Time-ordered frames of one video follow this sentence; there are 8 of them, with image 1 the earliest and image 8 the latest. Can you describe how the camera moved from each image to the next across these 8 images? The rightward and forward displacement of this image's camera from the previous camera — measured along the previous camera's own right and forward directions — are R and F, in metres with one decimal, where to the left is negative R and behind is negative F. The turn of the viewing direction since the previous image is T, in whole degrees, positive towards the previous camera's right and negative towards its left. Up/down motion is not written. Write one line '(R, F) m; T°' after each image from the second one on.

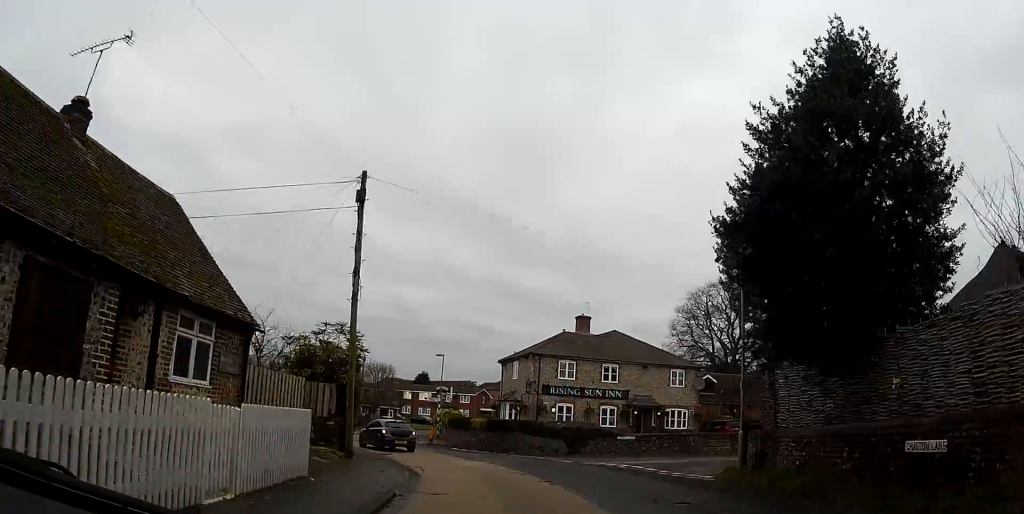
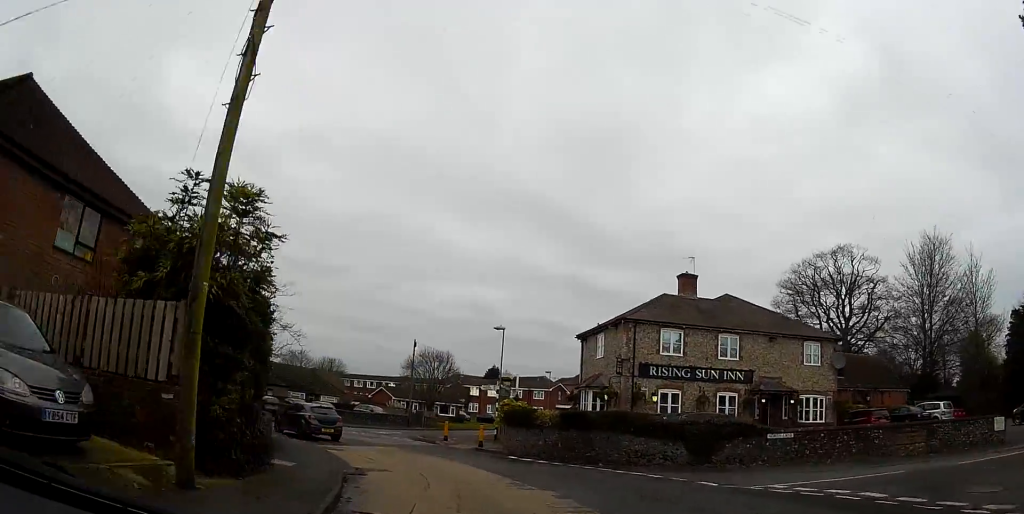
(-0.7, +11.1) m; -6°
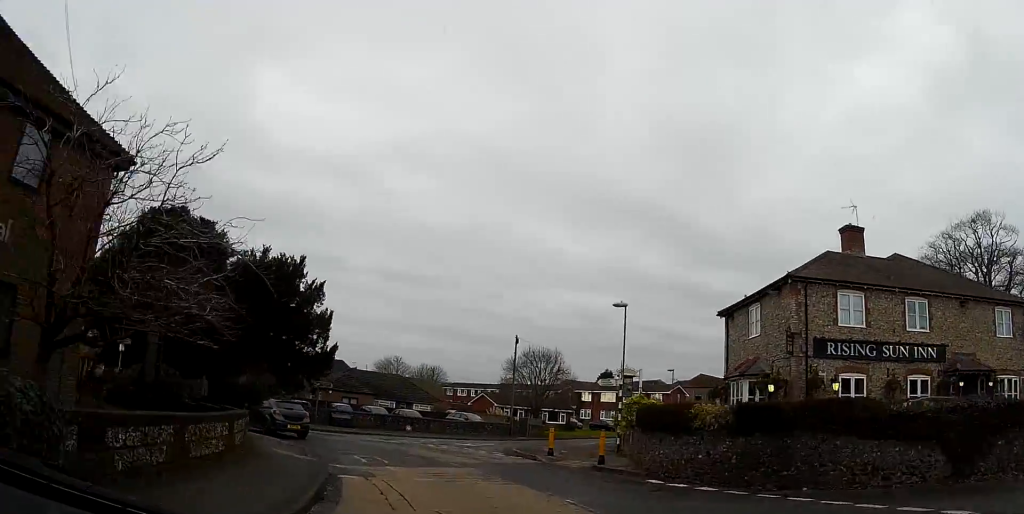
(-0.3, +8.1) m; -8°
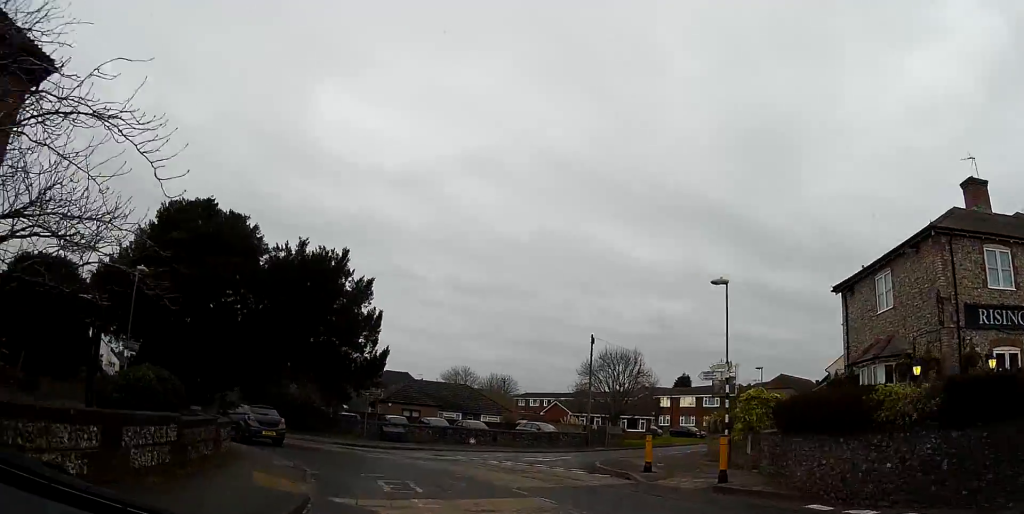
(+0.2, +4.9) m; -6°
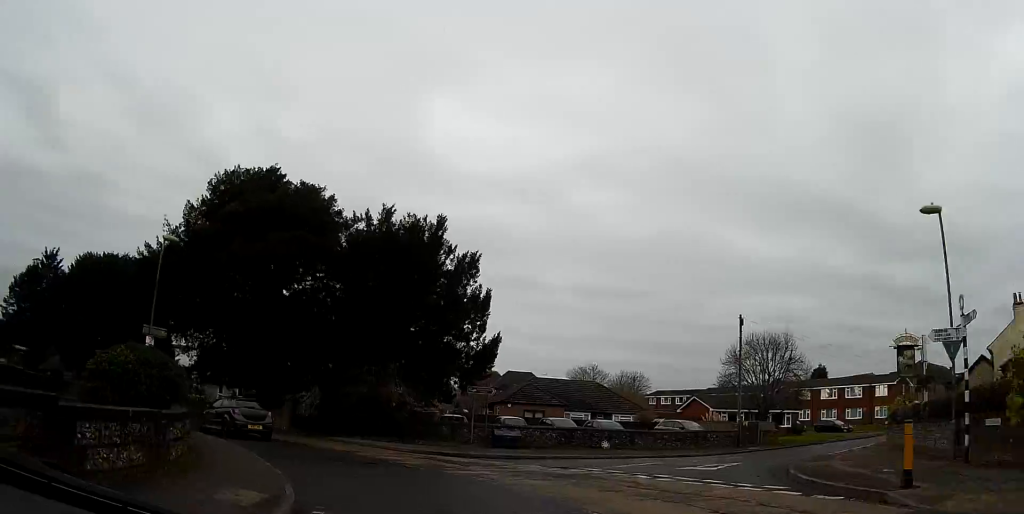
(-1.1, +6.5) m; -11°
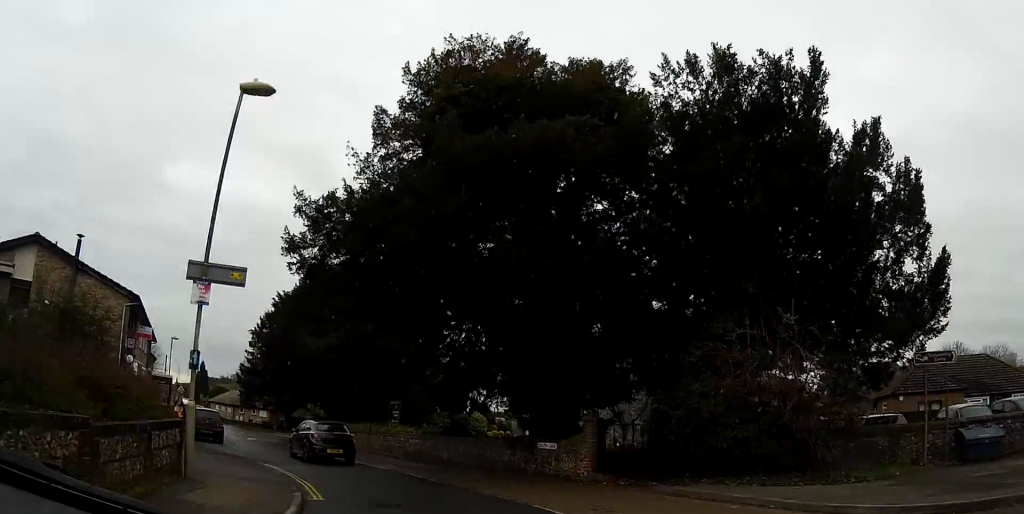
(-1.9, +13.0) m; -19°
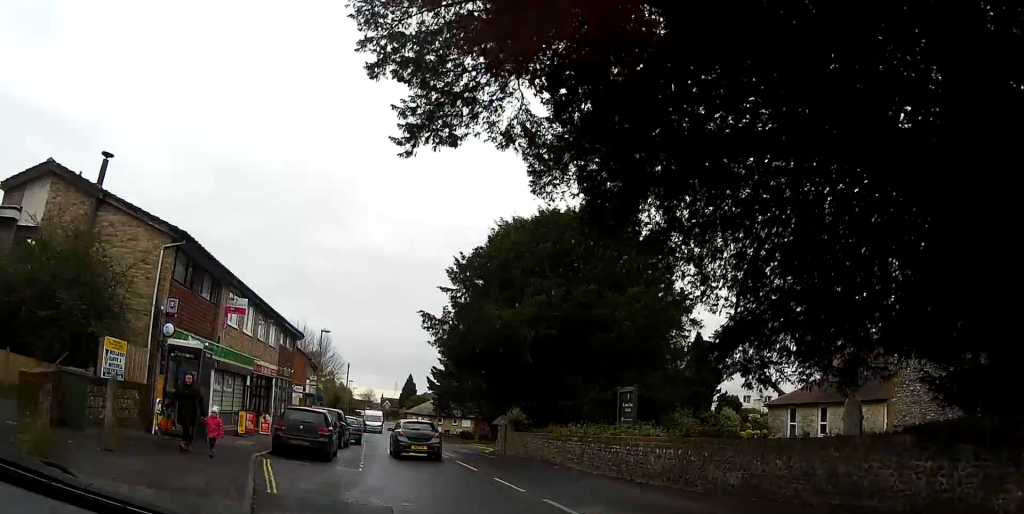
(-2.8, +11.3) m; -31°
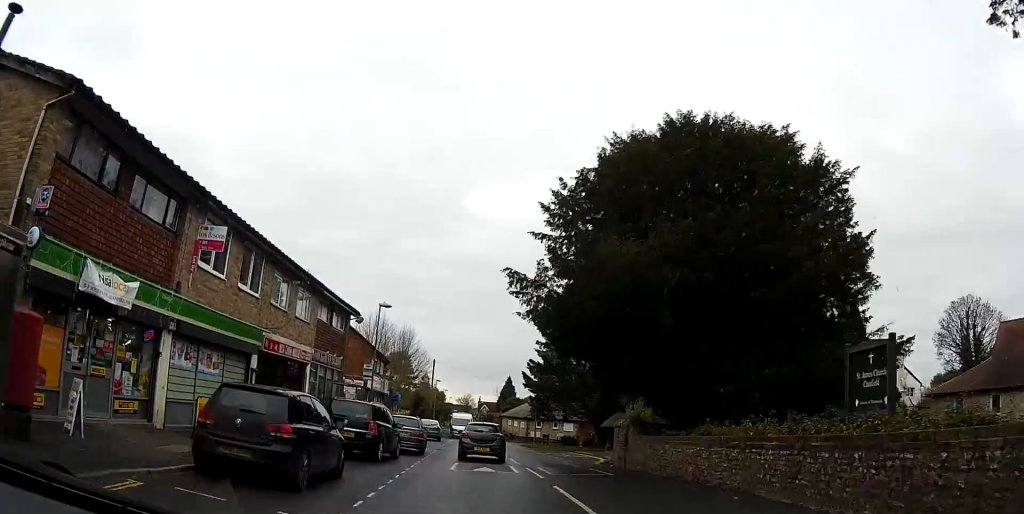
(-1.3, +9.0) m; -10°
